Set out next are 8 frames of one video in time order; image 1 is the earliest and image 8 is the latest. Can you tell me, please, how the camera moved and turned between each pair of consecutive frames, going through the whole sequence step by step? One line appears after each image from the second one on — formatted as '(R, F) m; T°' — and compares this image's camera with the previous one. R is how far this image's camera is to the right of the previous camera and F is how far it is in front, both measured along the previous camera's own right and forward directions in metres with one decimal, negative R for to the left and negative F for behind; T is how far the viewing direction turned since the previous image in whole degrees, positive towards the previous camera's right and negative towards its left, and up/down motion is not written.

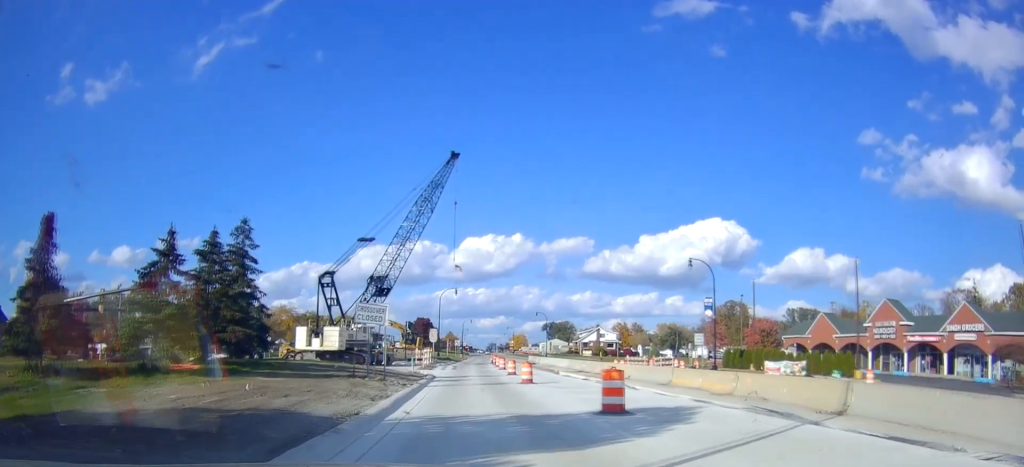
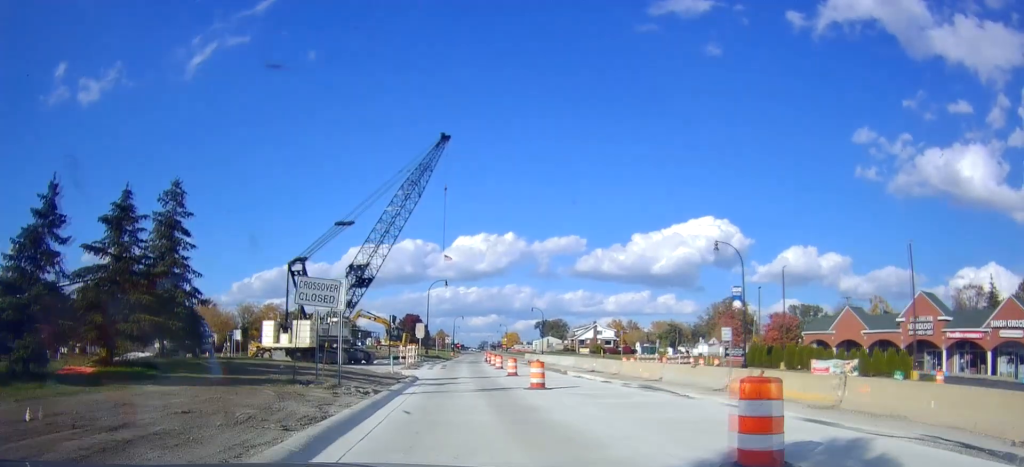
(+0.4, +6.3) m; +3°
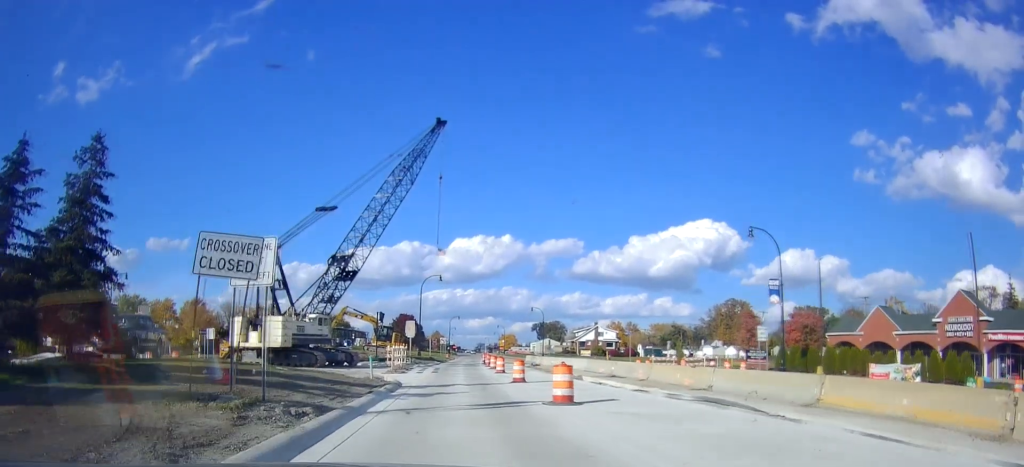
(-0.2, +5.6) m; 0°
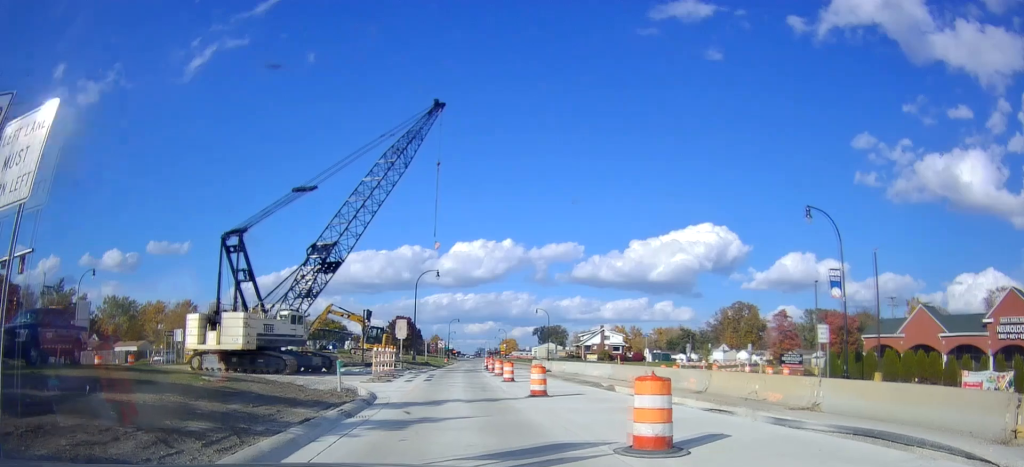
(+0.3, +6.5) m; +2°
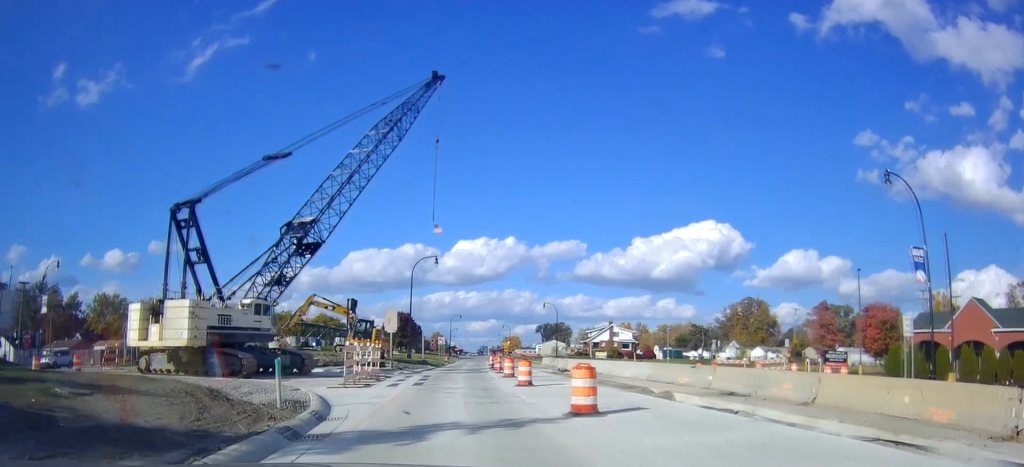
(0.0, +6.7) m; -4°
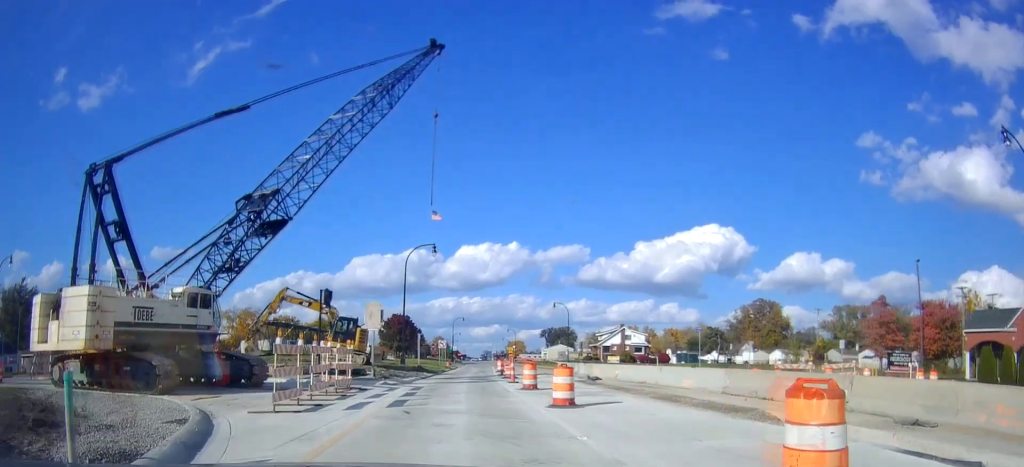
(-0.5, +7.8) m; -1°
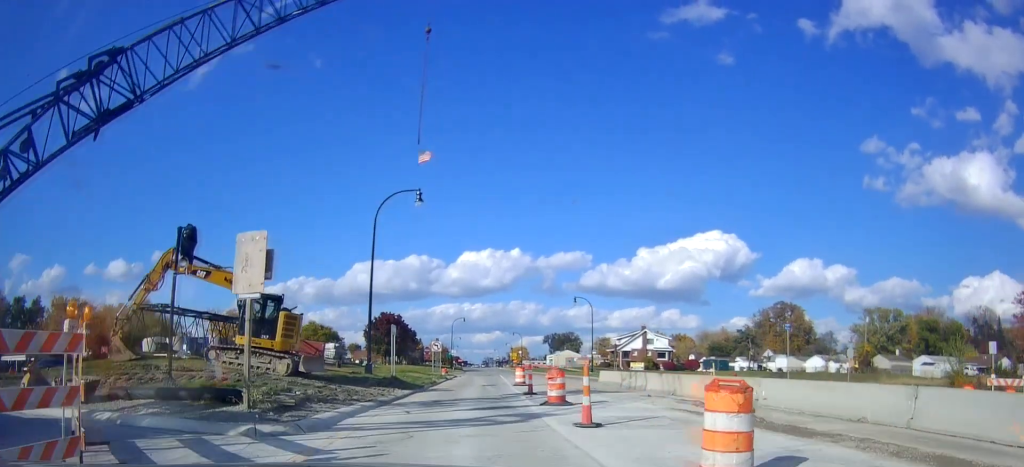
(+0.9, +15.7) m; +5°
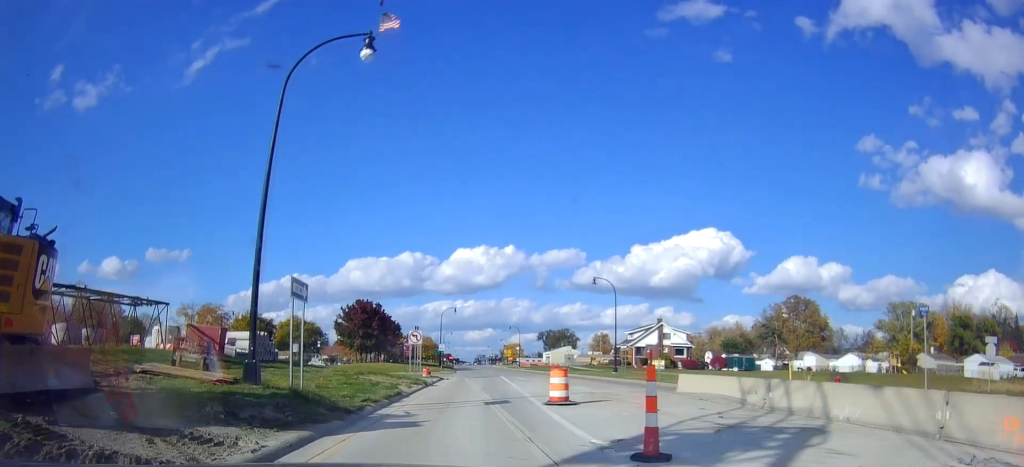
(0.0, +14.5) m; -2°
